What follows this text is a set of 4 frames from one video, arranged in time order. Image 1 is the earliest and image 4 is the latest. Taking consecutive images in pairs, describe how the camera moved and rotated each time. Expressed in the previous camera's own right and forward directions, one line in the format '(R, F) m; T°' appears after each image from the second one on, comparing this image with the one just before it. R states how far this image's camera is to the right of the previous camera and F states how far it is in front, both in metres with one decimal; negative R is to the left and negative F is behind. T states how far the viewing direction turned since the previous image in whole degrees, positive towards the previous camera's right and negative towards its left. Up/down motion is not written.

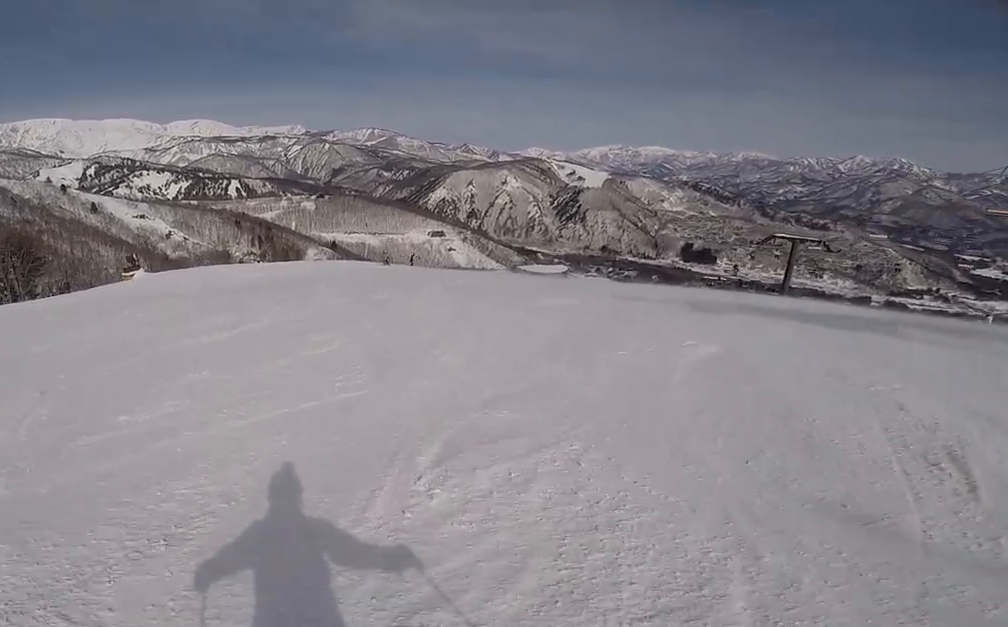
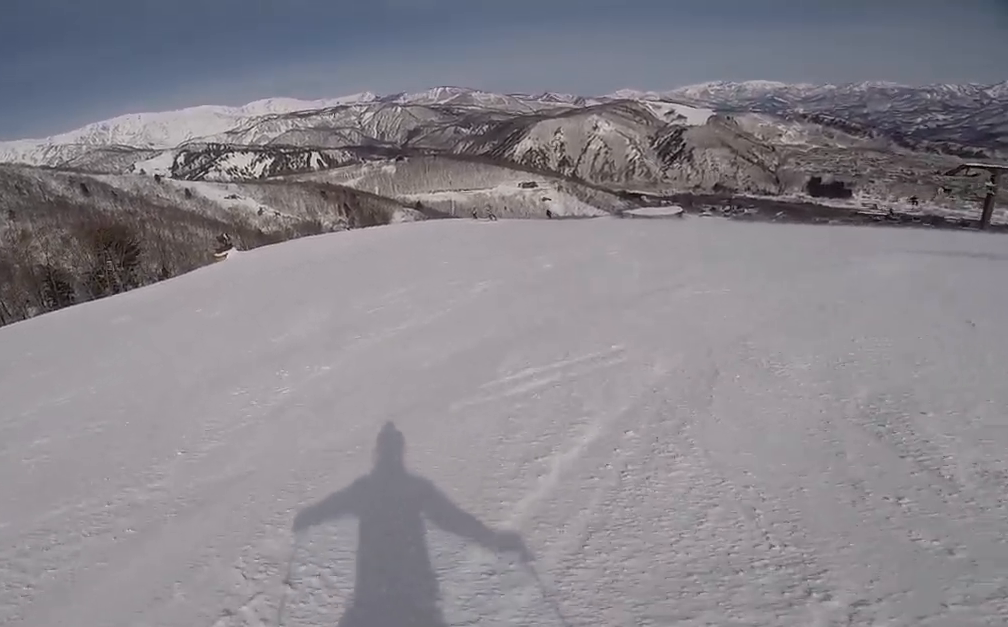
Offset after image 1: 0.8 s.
(-0.7, +4.7) m; 0°
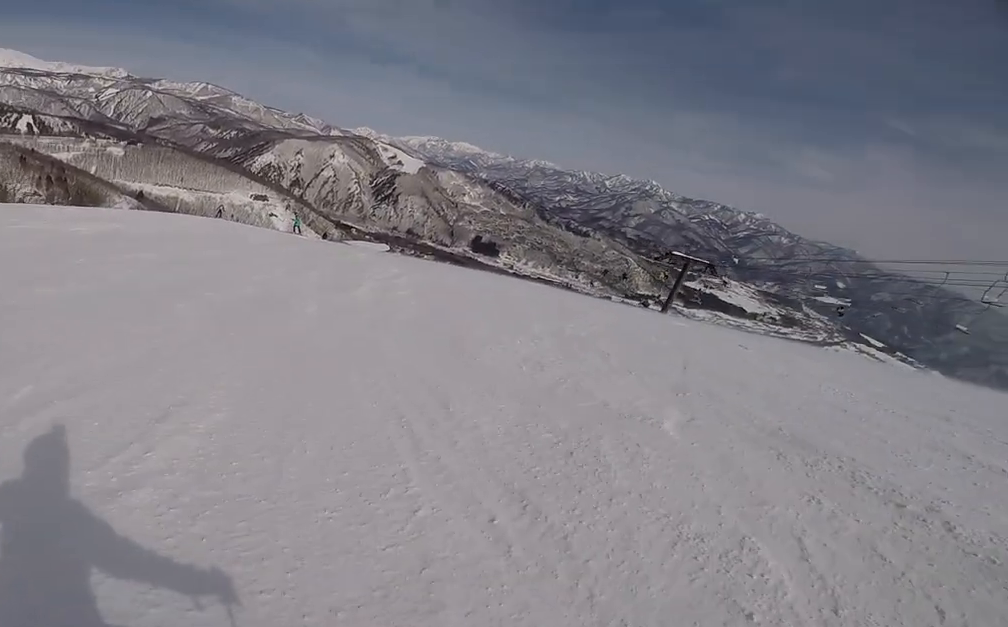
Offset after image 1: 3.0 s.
(+3.7, +11.5) m; +38°
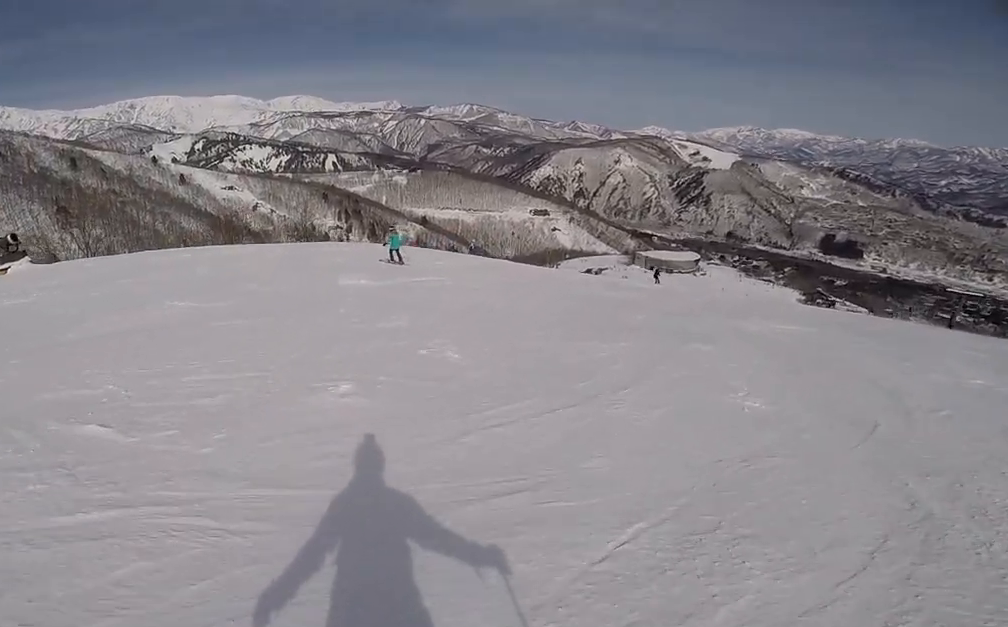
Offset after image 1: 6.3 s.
(+3.5, +15.6) m; -18°
